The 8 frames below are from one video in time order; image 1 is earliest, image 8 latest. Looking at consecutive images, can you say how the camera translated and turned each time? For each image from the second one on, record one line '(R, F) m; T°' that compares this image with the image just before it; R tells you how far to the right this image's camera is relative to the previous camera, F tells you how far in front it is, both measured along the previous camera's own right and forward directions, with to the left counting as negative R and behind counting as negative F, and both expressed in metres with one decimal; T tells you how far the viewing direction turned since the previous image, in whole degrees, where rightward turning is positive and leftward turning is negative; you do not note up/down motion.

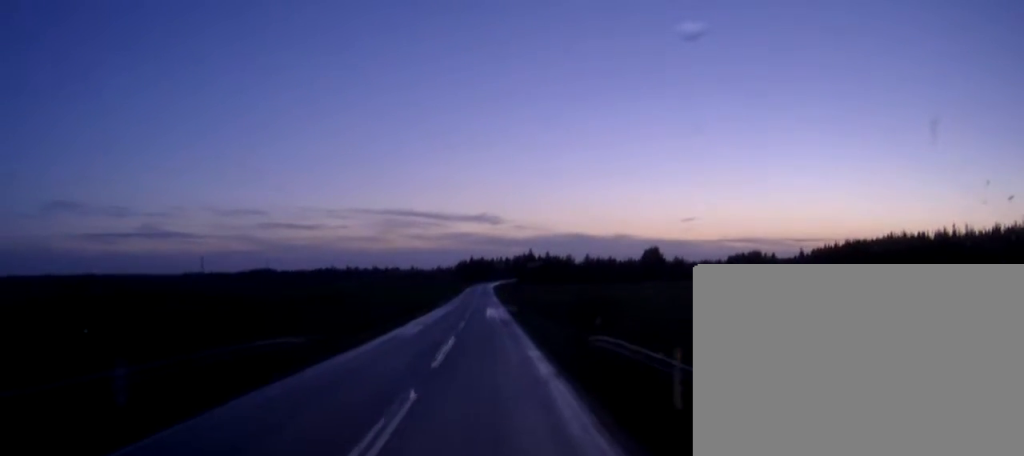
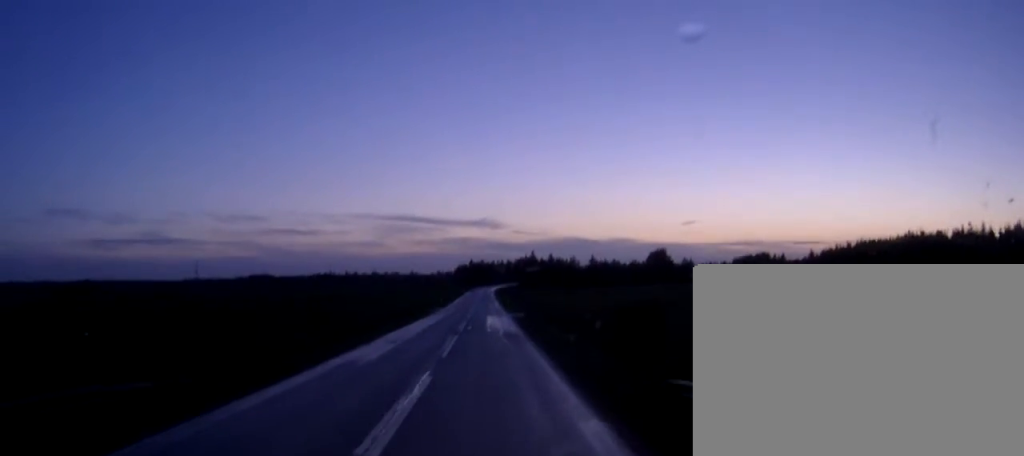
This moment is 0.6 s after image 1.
(0.0, +12.2) m; 0°
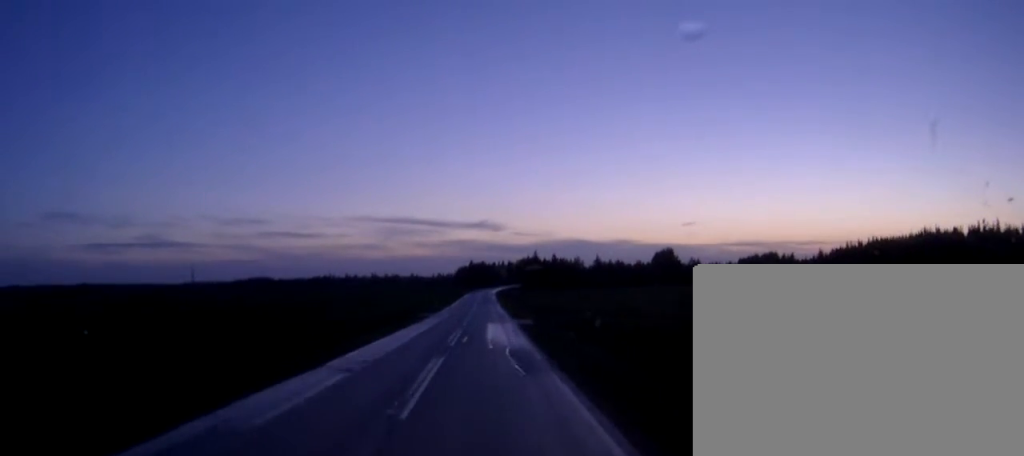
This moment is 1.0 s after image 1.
(0.0, +10.0) m; 0°
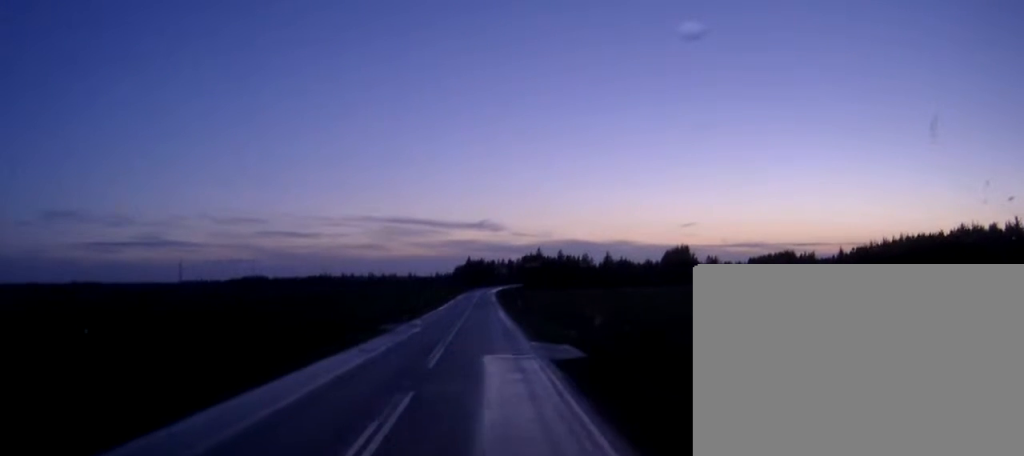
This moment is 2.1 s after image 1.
(0.0, +22.9) m; 0°
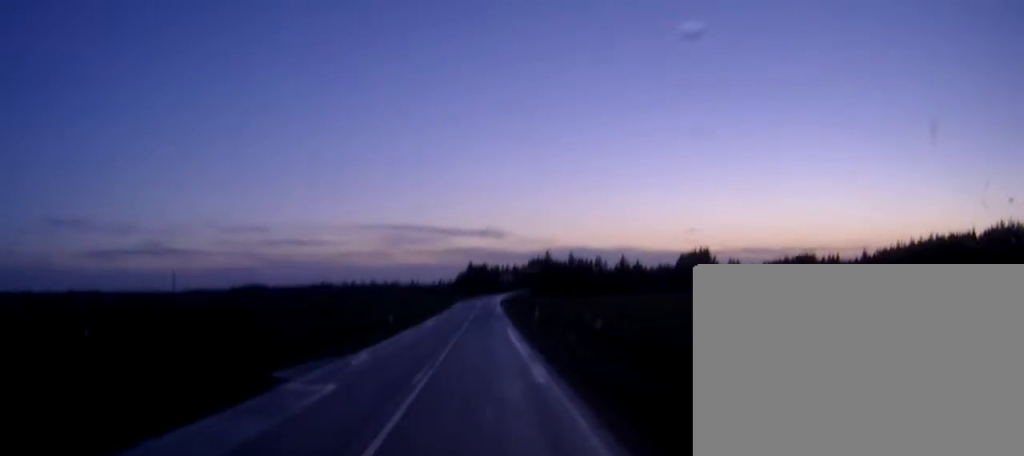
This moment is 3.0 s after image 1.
(0.0, +20.0) m; 0°
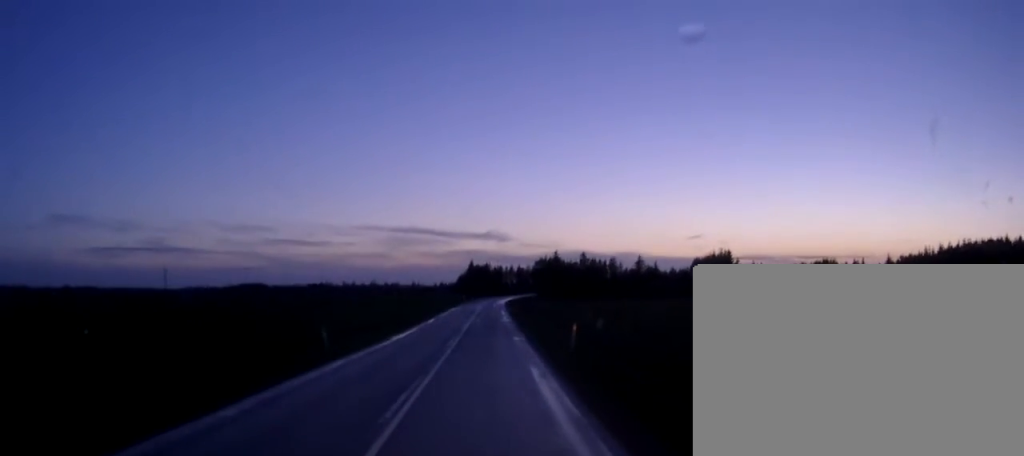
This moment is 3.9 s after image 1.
(-0.1, +19.2) m; 0°
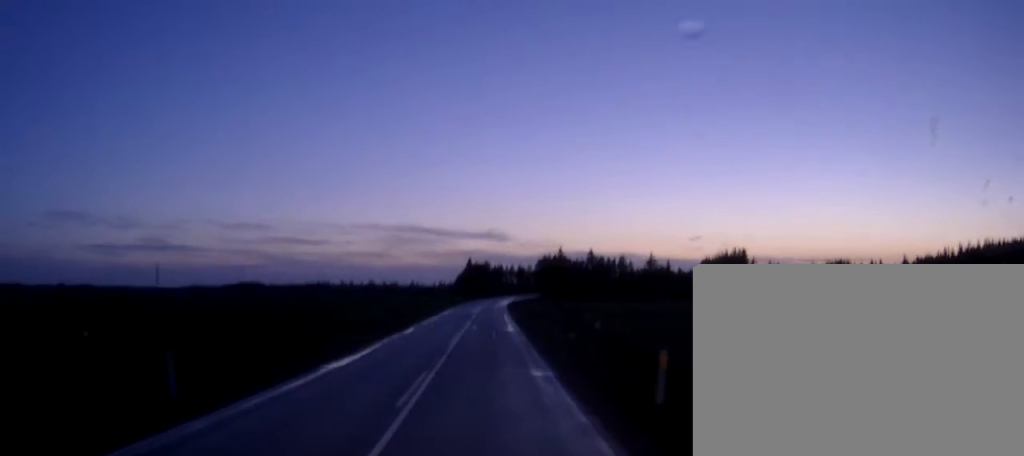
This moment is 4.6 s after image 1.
(0.0, +13.4) m; 0°
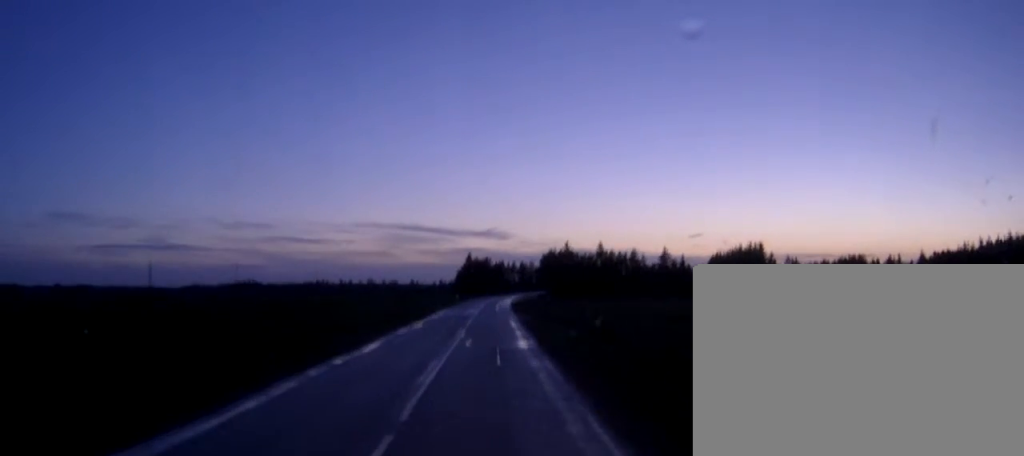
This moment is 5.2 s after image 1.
(0.0, +12.6) m; 0°
